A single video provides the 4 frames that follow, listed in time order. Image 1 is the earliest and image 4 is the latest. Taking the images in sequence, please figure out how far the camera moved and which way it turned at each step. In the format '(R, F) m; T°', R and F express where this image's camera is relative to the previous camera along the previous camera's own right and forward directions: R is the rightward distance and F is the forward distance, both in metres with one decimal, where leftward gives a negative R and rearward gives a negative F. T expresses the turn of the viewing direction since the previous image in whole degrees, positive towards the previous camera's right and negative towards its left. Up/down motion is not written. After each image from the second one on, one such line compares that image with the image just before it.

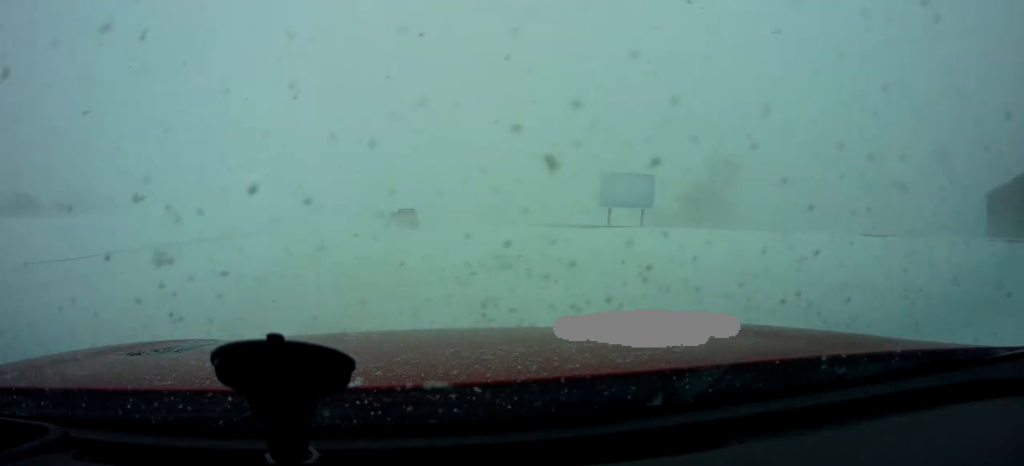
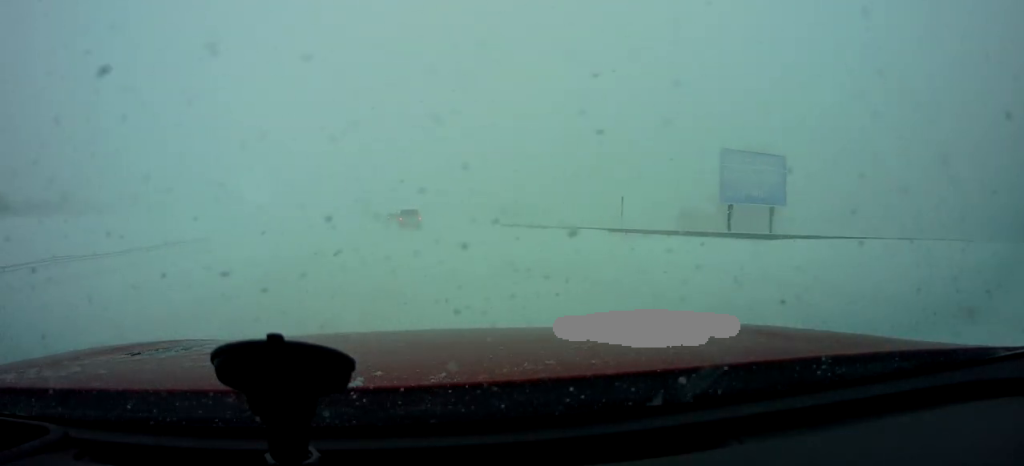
(0.0, +13.0) m; 0°
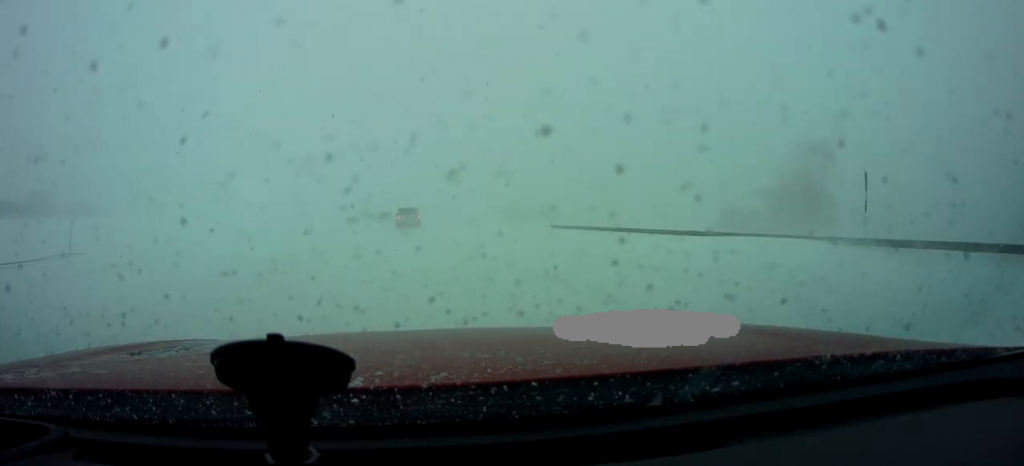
(-0.4, +15.0) m; -3°
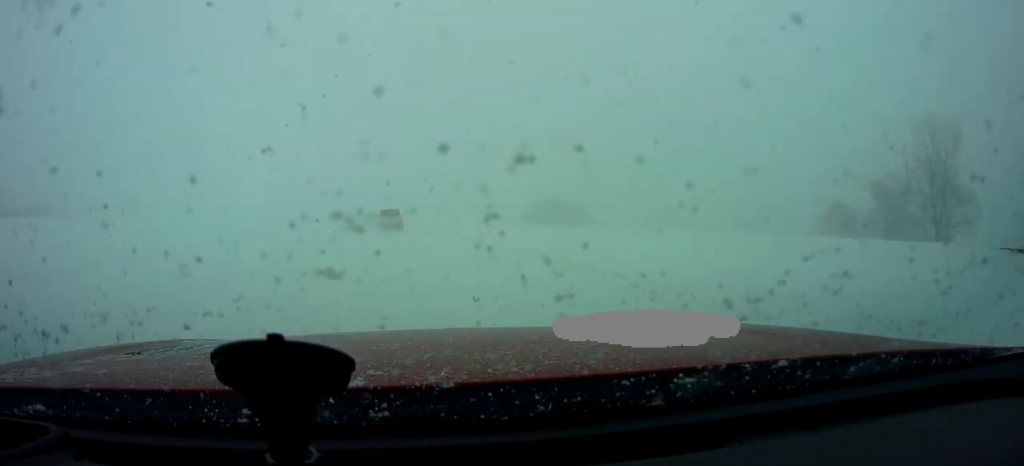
(+0.2, +25.7) m; +2°
